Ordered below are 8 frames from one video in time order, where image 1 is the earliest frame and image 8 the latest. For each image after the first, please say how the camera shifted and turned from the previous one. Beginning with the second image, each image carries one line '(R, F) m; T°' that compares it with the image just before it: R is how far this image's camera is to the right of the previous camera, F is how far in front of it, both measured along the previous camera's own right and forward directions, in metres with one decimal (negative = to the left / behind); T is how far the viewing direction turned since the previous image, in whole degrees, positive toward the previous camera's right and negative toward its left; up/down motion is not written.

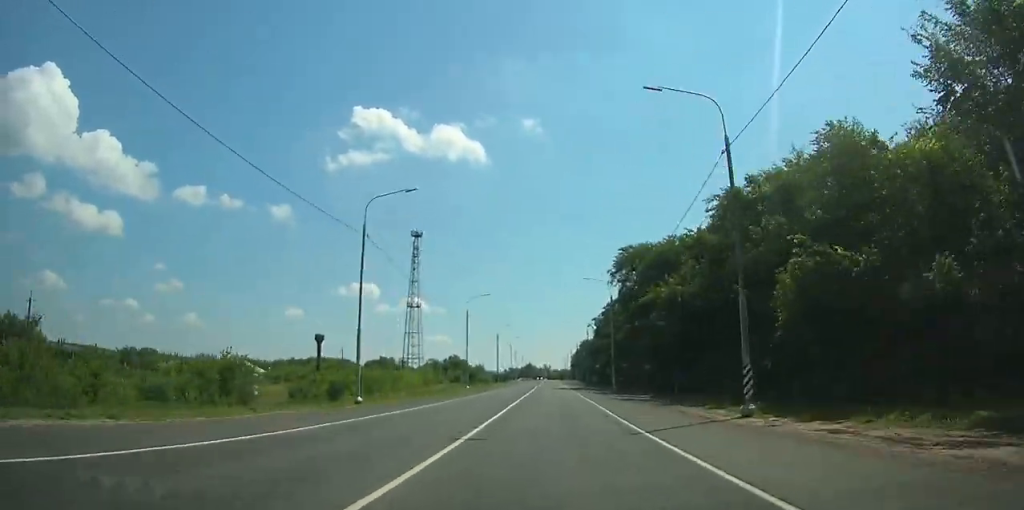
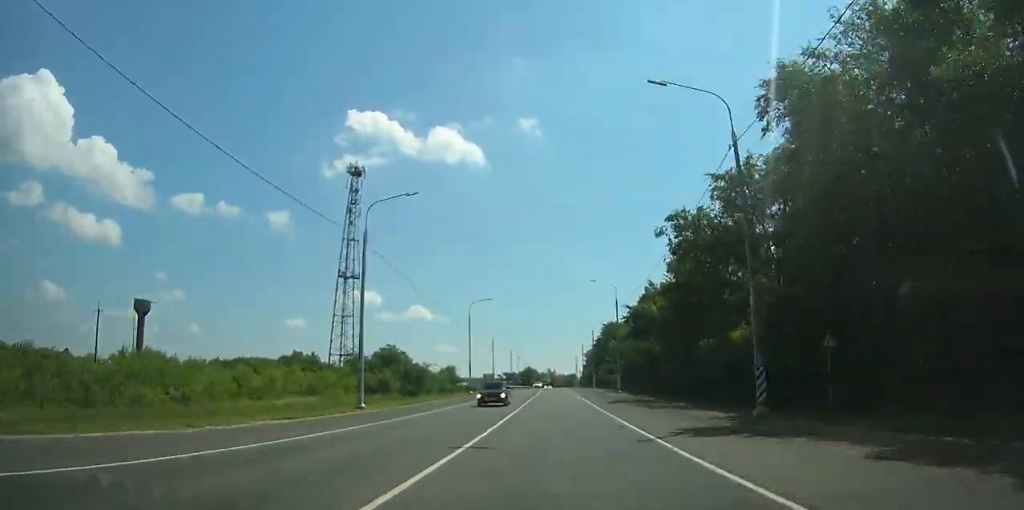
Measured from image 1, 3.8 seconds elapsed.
(+0.1, +78.0) m; 0°
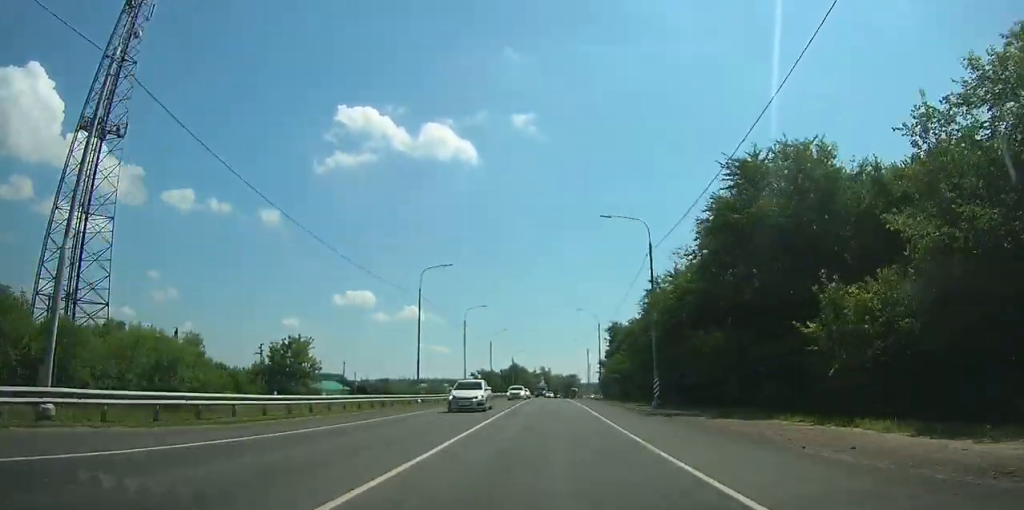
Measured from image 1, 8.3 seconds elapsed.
(0.0, +92.0) m; 0°
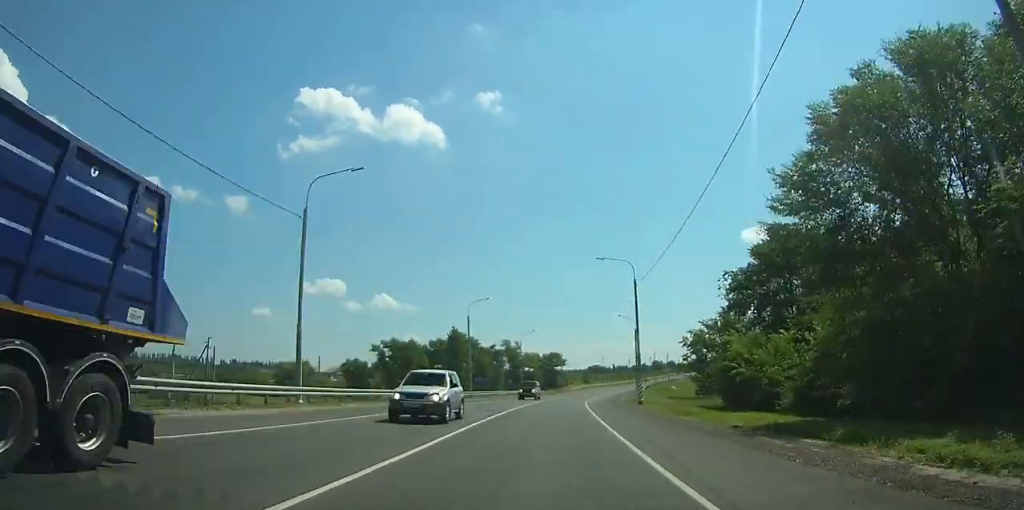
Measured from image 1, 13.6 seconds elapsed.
(+2.0, +112.5) m; +4°
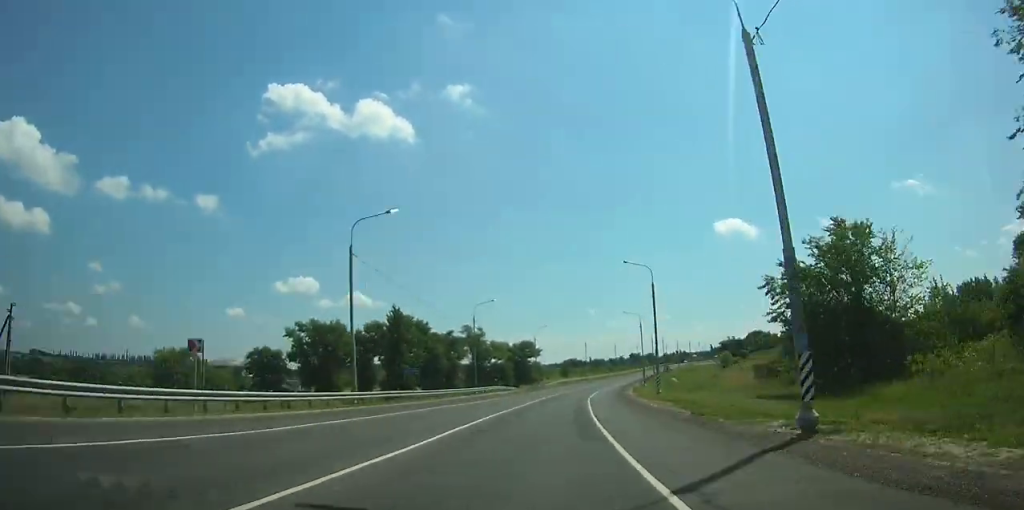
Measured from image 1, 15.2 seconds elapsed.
(+1.0, +33.6) m; +3°
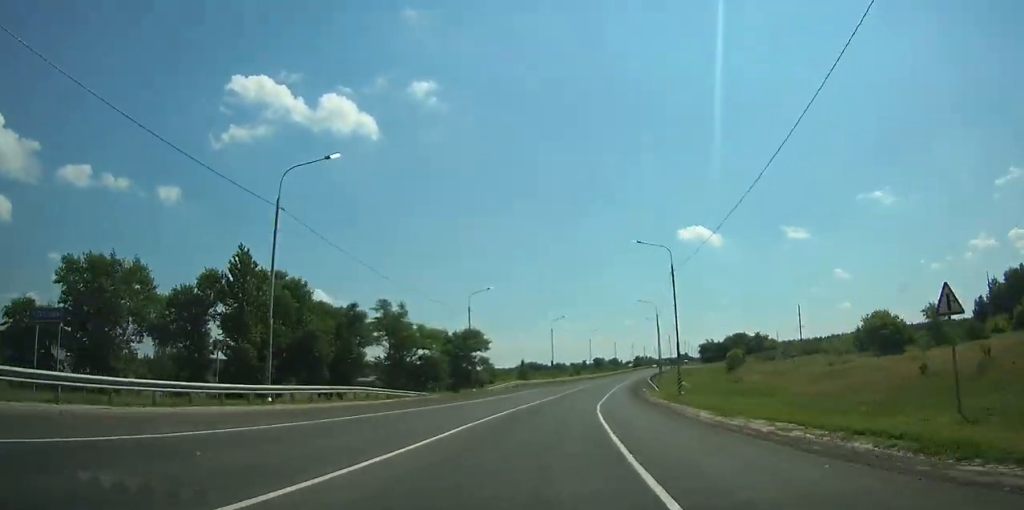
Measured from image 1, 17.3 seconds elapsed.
(+1.5, +44.0) m; +4°
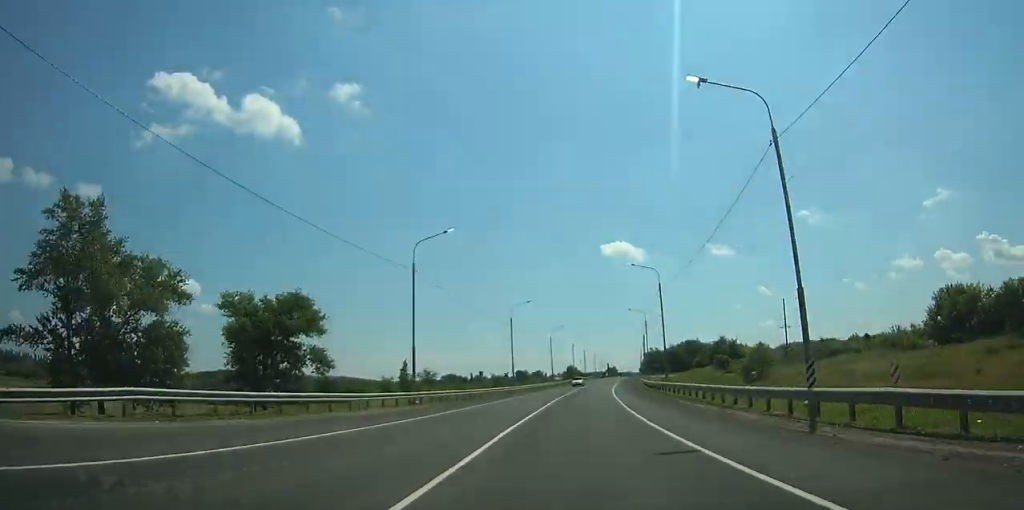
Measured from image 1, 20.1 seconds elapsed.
(+3.2, +58.9) m; +6°
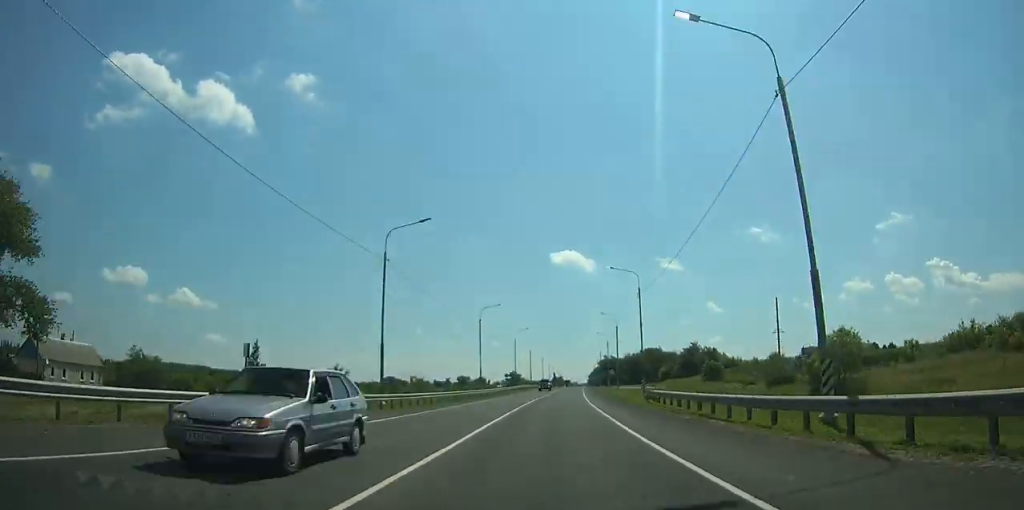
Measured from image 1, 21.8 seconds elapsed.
(+1.4, +36.4) m; +3°
